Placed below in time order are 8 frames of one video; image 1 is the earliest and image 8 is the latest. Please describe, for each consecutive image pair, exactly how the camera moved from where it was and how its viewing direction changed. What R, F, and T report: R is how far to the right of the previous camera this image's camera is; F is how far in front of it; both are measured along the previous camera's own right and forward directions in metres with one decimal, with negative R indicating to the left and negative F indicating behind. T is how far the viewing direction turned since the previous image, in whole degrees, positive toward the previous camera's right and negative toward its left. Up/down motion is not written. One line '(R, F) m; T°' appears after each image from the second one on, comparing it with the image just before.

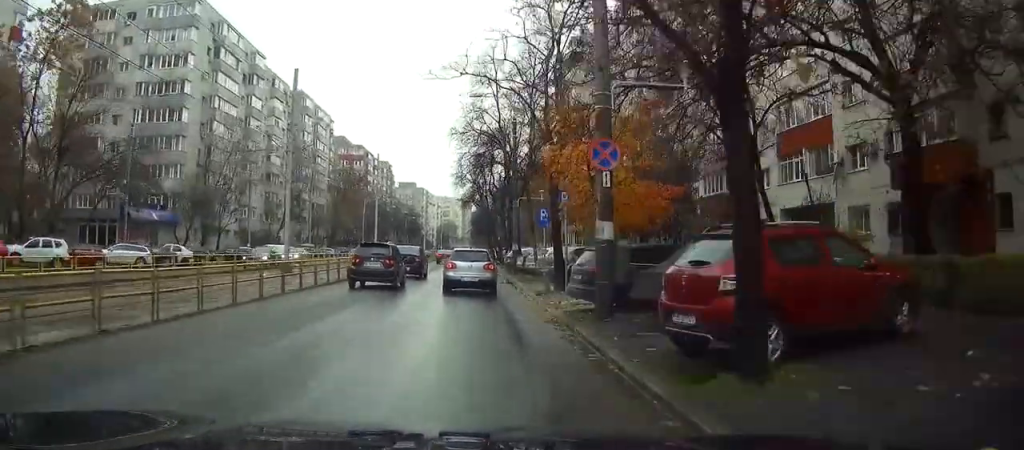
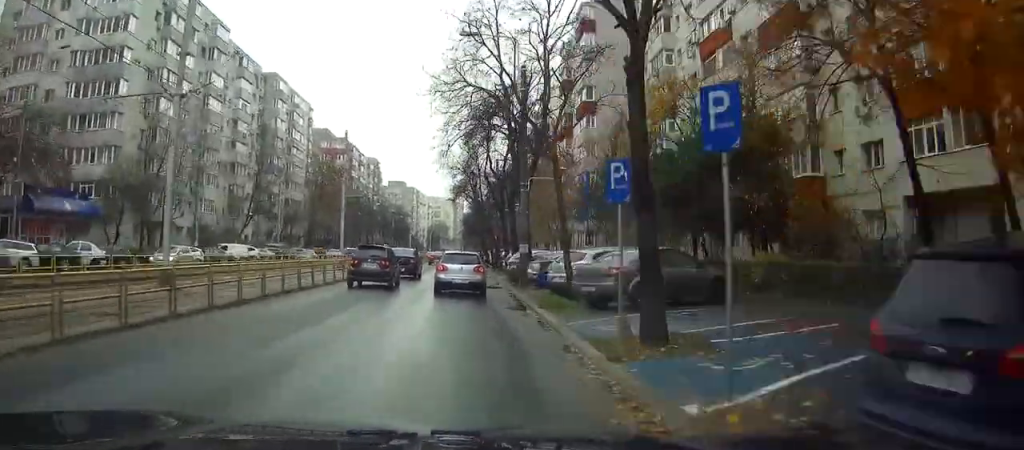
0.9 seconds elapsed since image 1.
(+0.1, +12.8) m; +1°
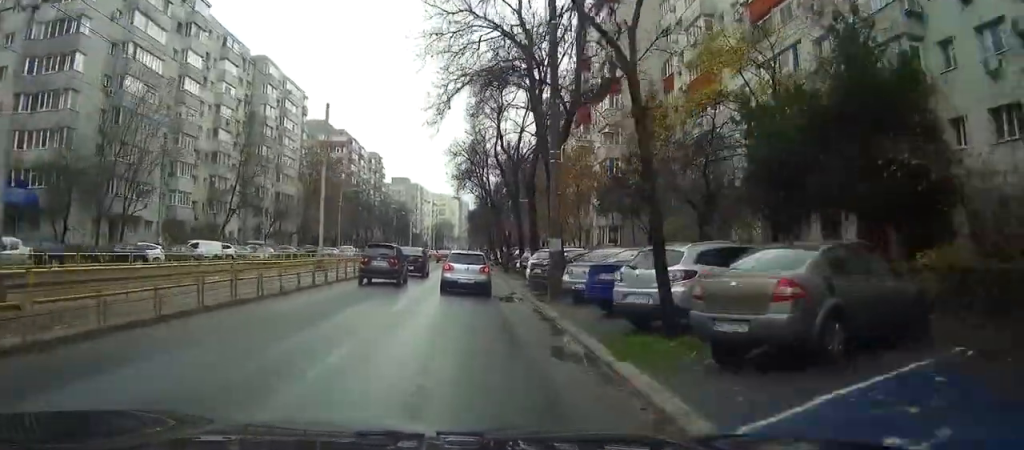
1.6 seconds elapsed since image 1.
(0.0, +8.8) m; 0°
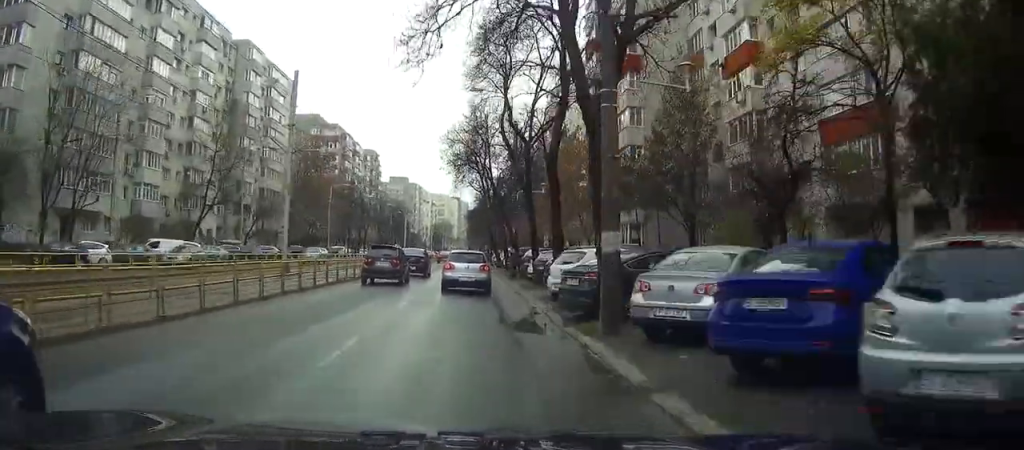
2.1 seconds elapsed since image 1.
(0.0, +7.9) m; 0°
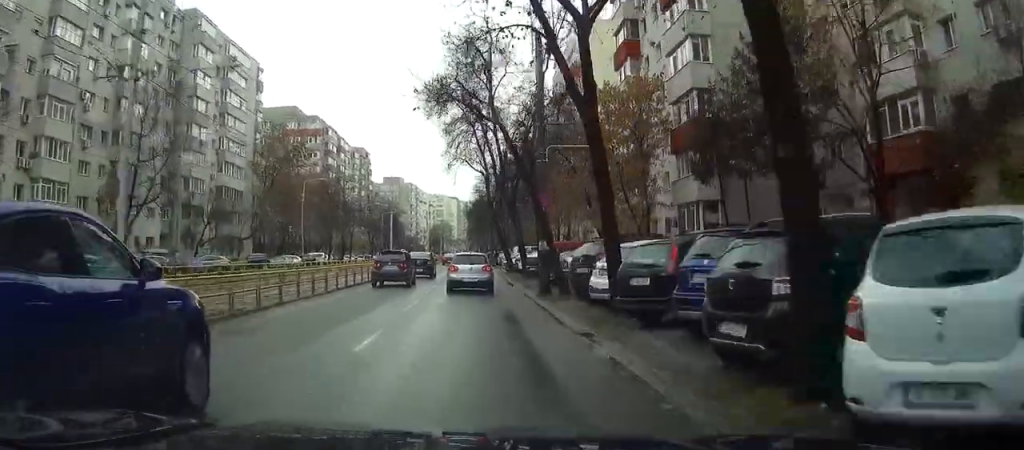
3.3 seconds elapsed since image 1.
(-0.1, +16.5) m; 0°
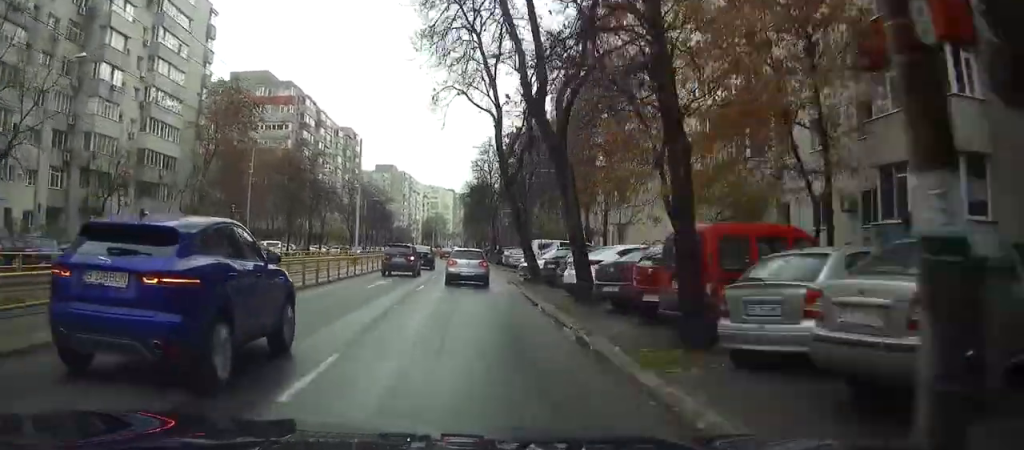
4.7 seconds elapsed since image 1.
(+0.2, +20.8) m; 0°
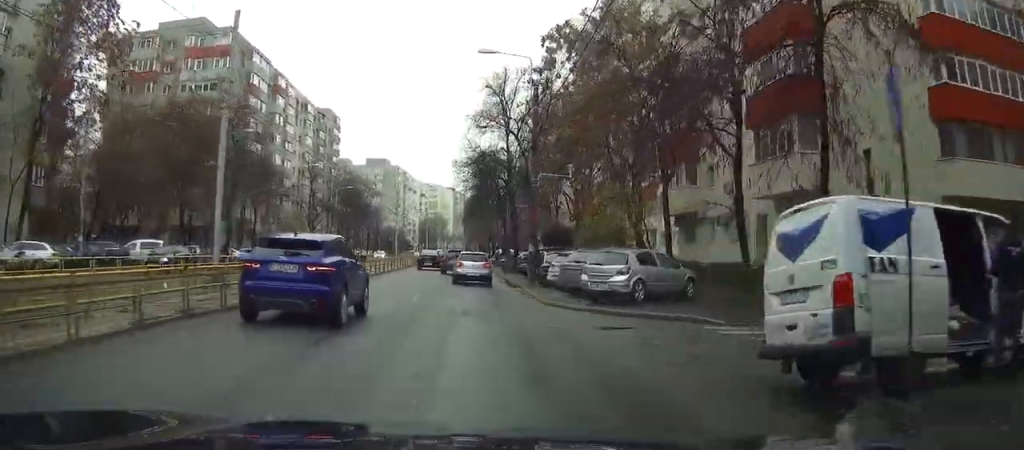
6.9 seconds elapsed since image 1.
(-0.1, +31.4) m; +1°
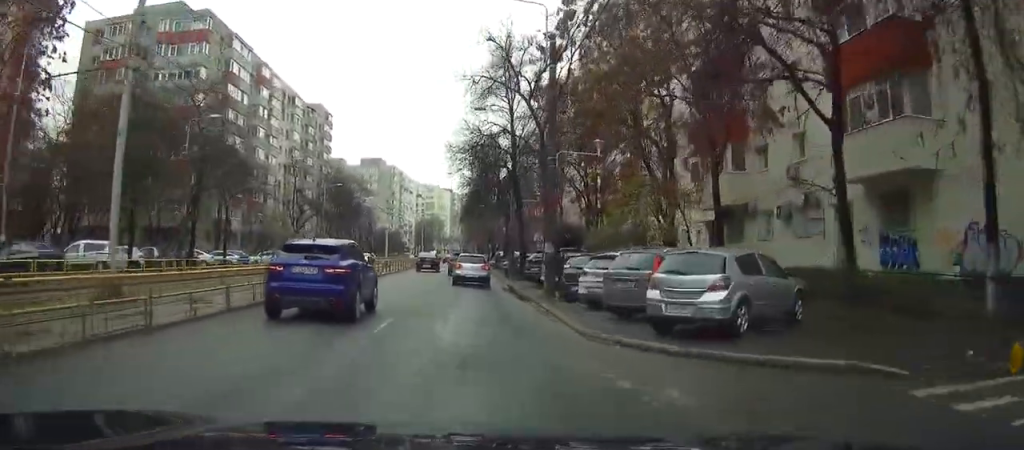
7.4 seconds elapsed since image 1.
(+0.1, +7.5) m; 0°
